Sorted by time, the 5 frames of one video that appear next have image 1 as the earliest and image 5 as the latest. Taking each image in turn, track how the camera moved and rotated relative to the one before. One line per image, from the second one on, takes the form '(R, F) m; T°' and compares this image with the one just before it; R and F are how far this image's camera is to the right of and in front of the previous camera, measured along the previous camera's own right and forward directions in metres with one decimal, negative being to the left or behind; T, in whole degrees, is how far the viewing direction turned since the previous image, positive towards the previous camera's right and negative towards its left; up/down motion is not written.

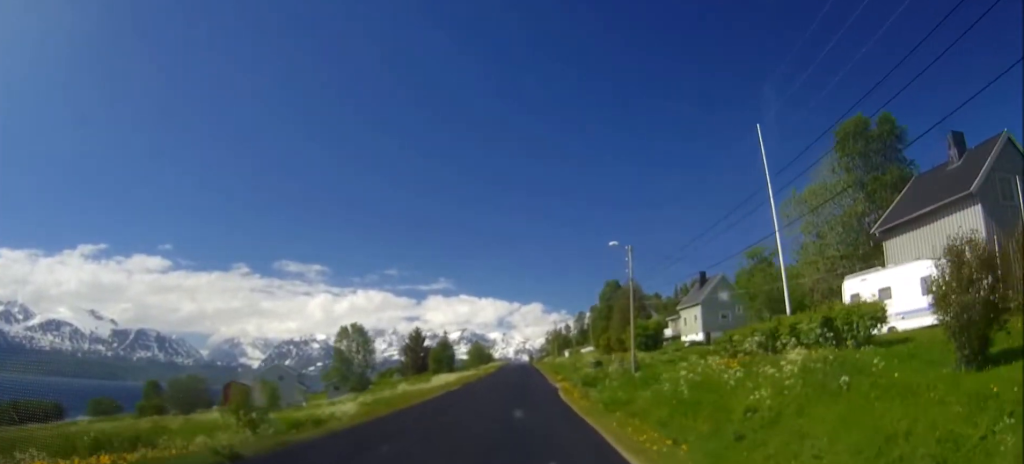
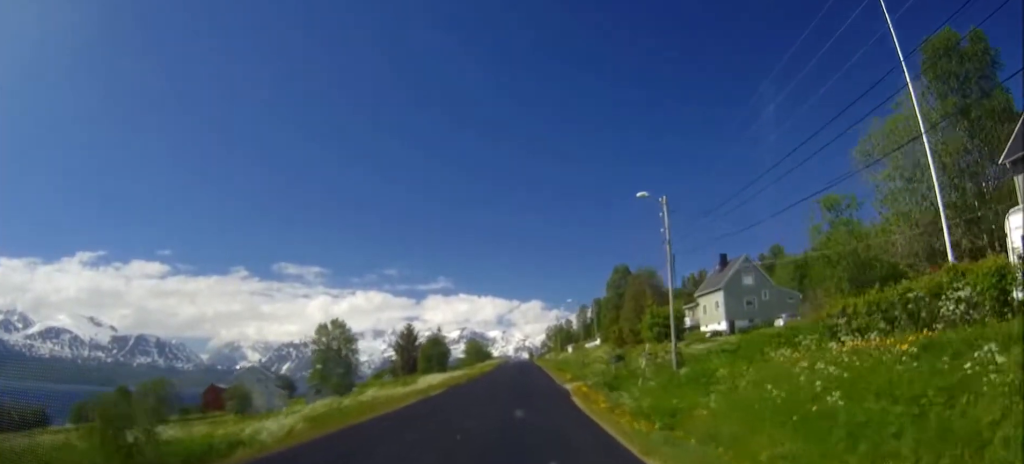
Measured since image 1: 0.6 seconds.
(-0.1, +10.6) m; 0°
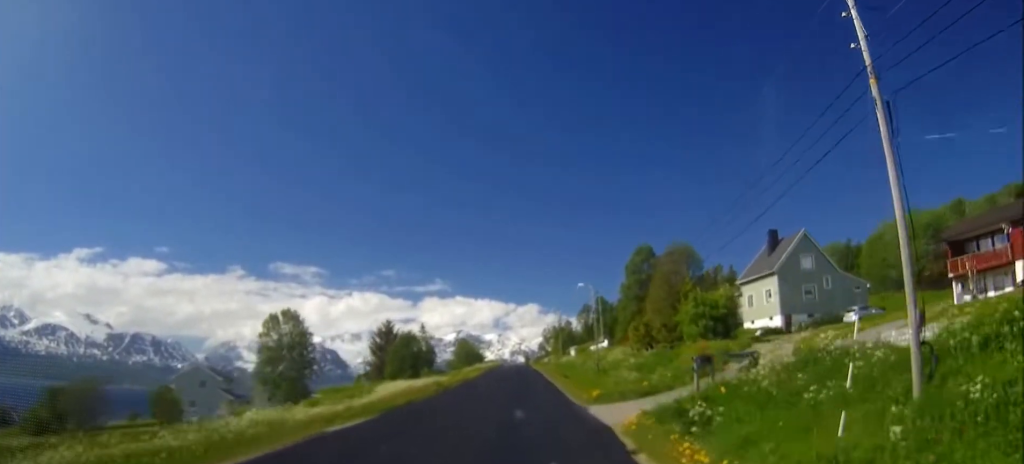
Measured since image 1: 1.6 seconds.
(+0.1, +18.4) m; 0°
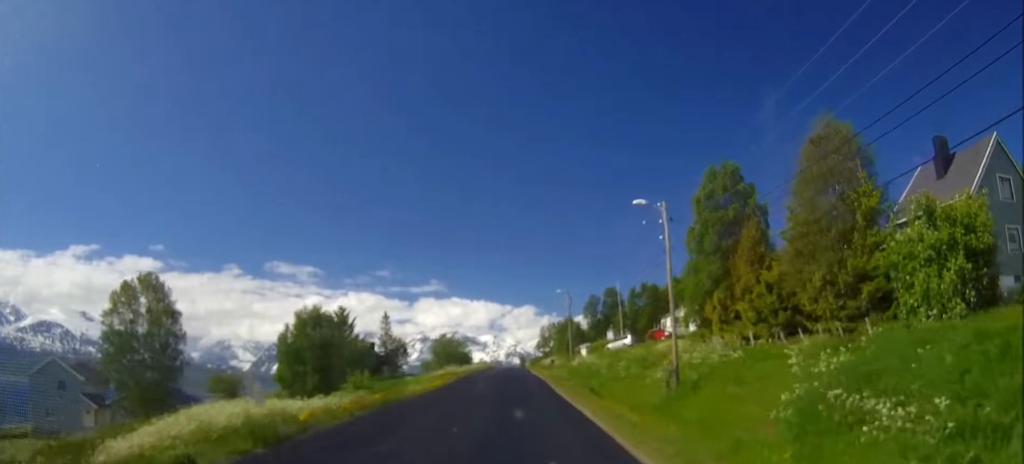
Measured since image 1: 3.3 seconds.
(+0.1, +30.3) m; 0°
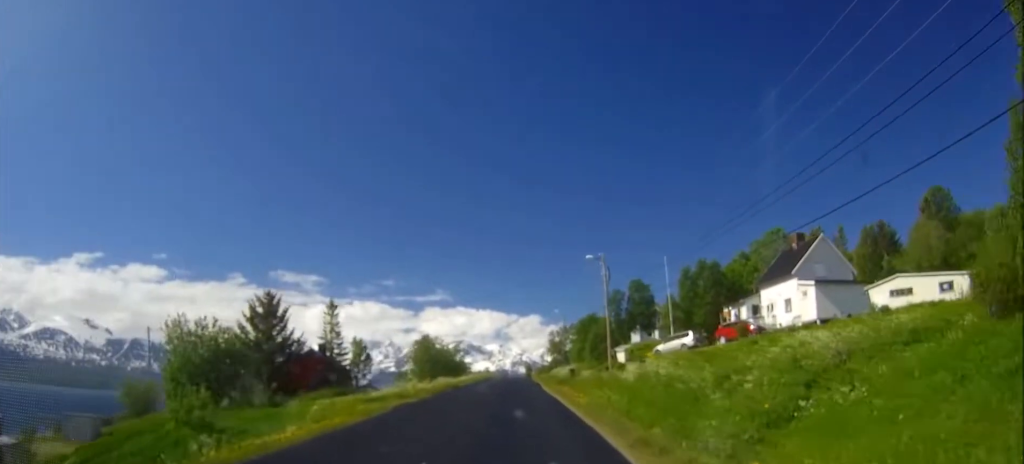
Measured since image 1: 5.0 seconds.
(-0.1, +30.1) m; 0°
